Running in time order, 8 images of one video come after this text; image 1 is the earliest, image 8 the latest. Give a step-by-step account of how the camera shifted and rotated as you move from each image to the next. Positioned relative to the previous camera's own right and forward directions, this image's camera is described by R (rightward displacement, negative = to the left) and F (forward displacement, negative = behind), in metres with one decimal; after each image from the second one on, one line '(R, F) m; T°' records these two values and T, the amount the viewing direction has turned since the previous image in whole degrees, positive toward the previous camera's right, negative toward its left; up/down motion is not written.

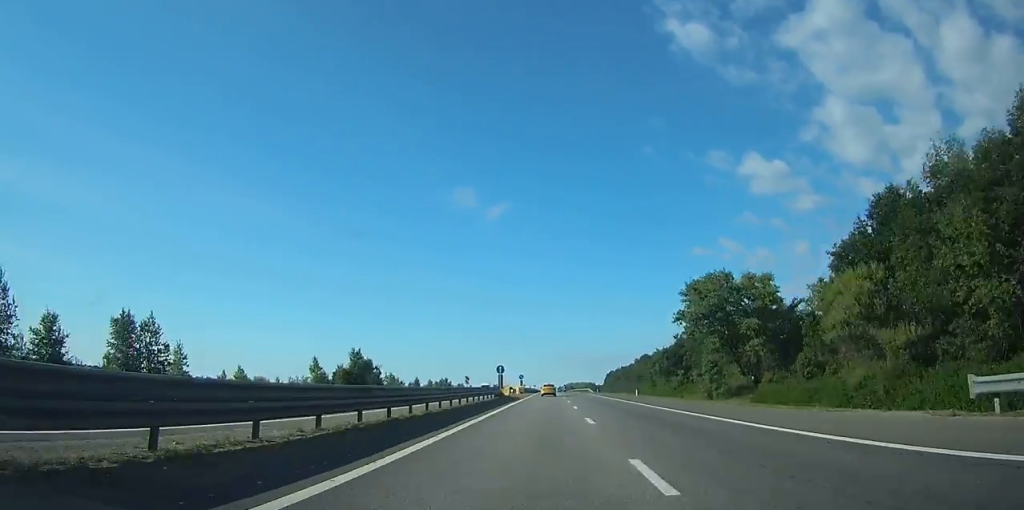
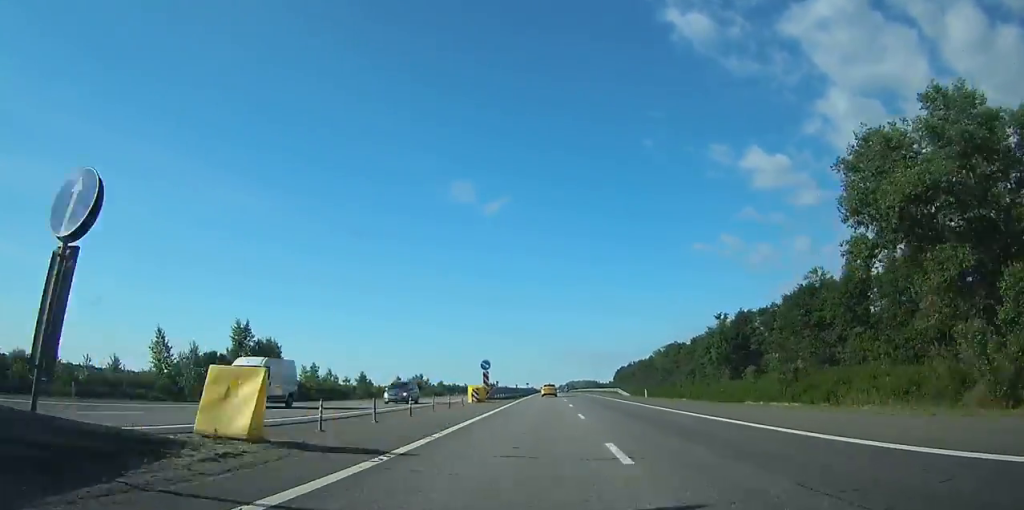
(+0.1, +59.2) m; 0°
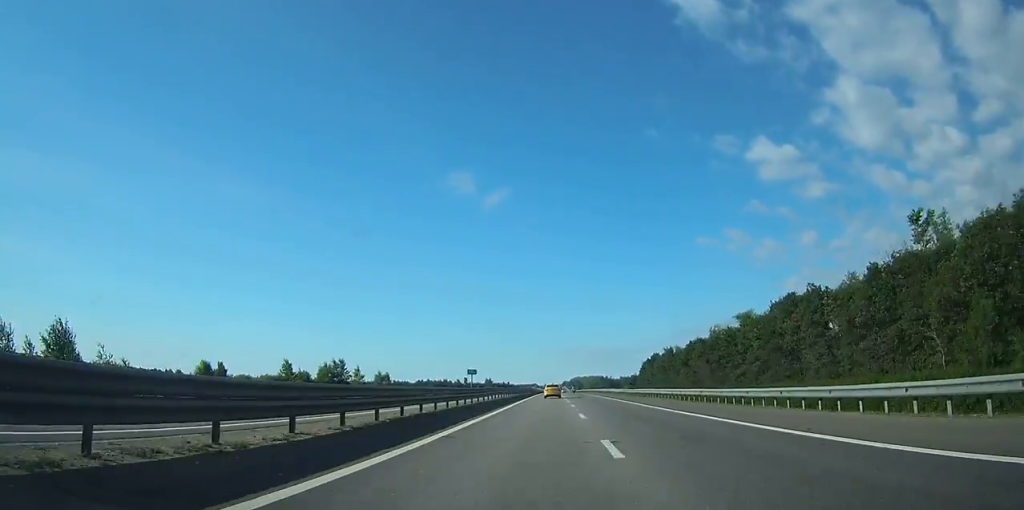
(-0.2, +100.2) m; 0°
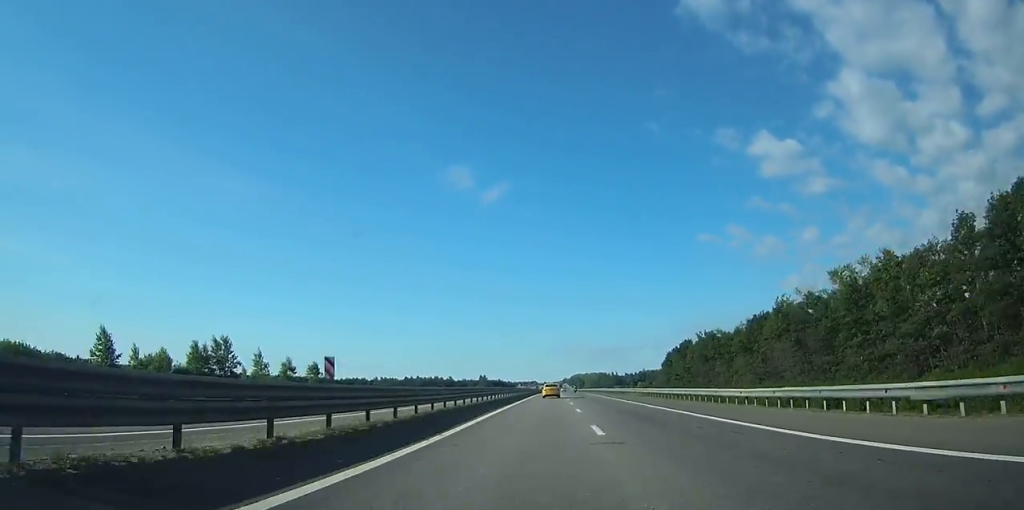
(-0.1, +59.1) m; 0°
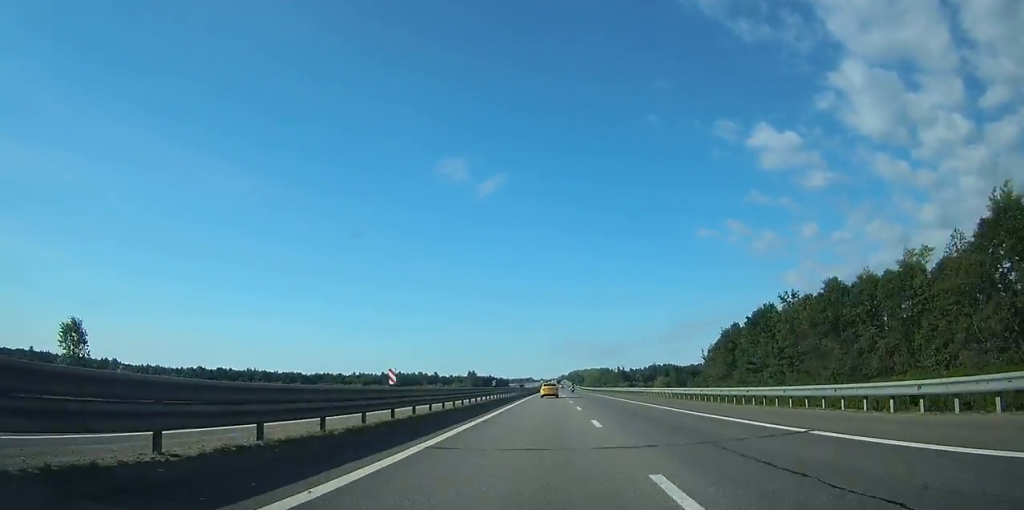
(+0.1, +70.8) m; 0°
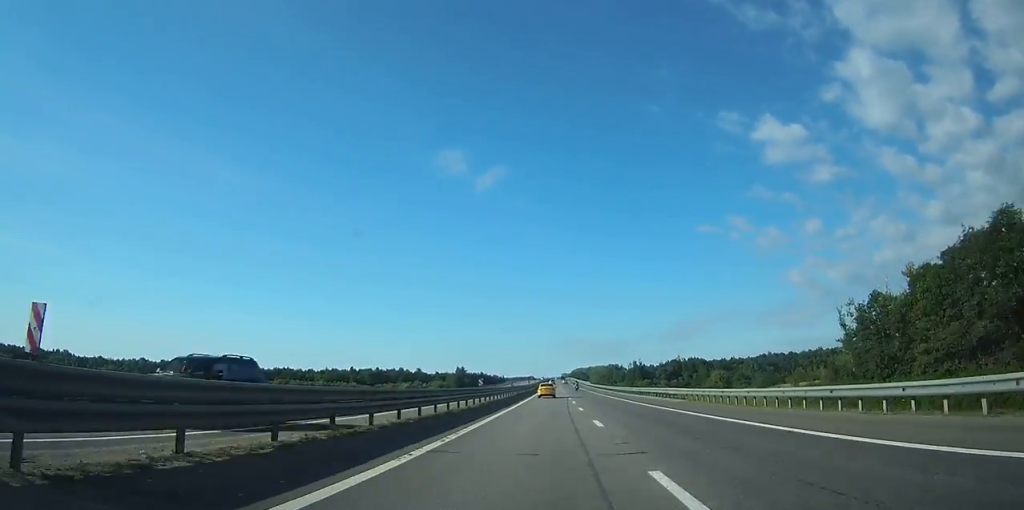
(0.0, +82.2) m; 0°
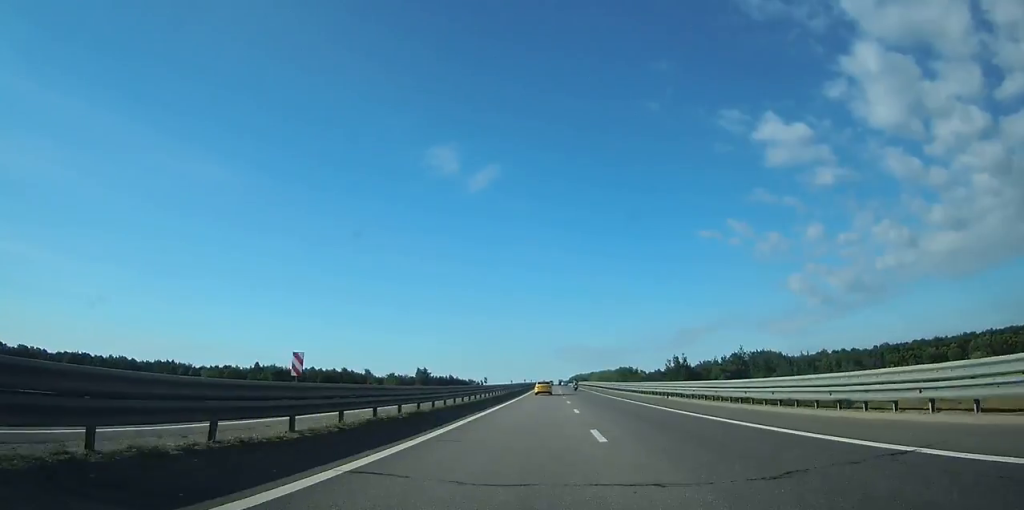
(+0.1, +130.1) m; 0°
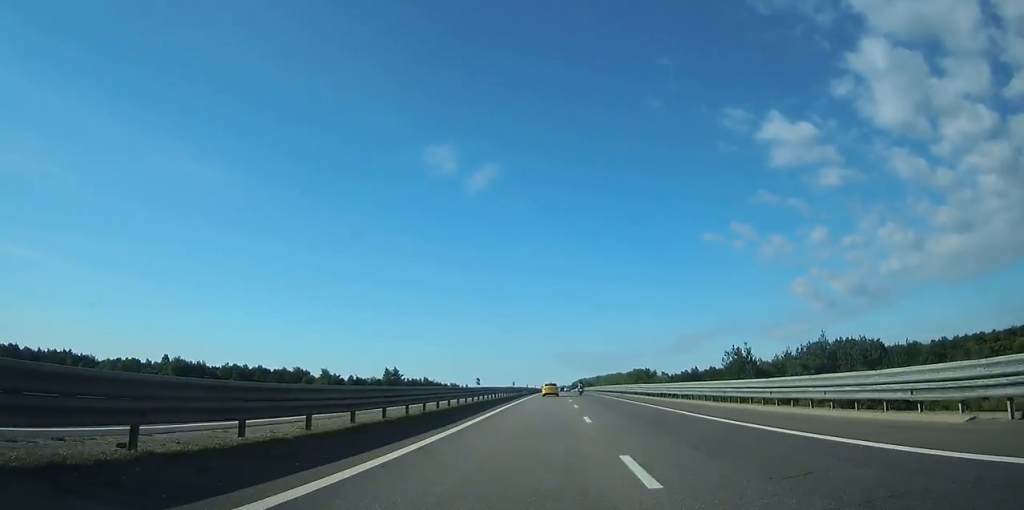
(0.0, +76.1) m; 0°
